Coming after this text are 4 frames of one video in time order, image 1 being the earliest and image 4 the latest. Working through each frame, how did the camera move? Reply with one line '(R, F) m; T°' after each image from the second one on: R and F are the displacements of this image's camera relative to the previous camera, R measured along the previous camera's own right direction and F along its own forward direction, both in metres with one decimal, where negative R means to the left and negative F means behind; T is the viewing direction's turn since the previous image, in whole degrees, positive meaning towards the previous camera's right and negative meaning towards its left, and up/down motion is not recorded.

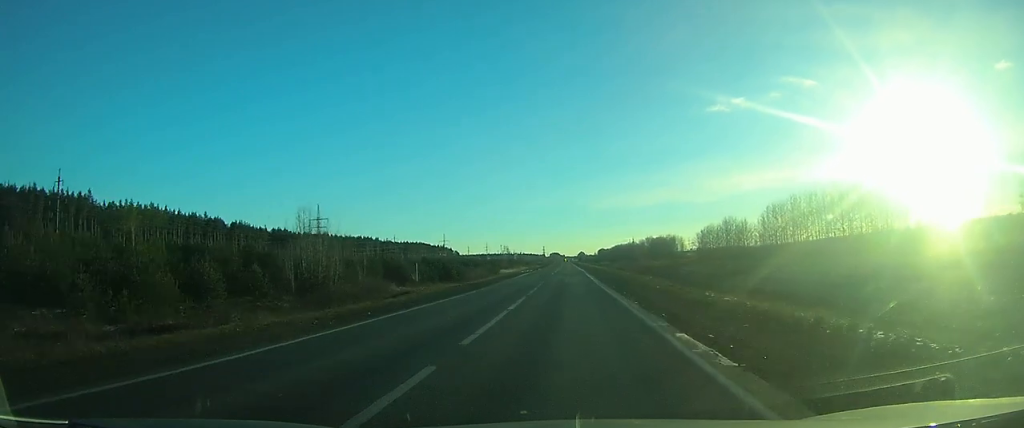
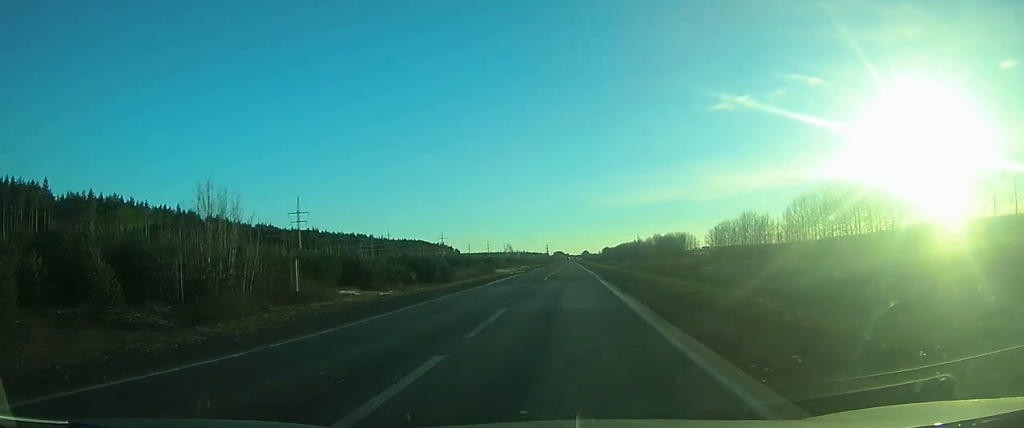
(-0.1, +21.2) m; 0°
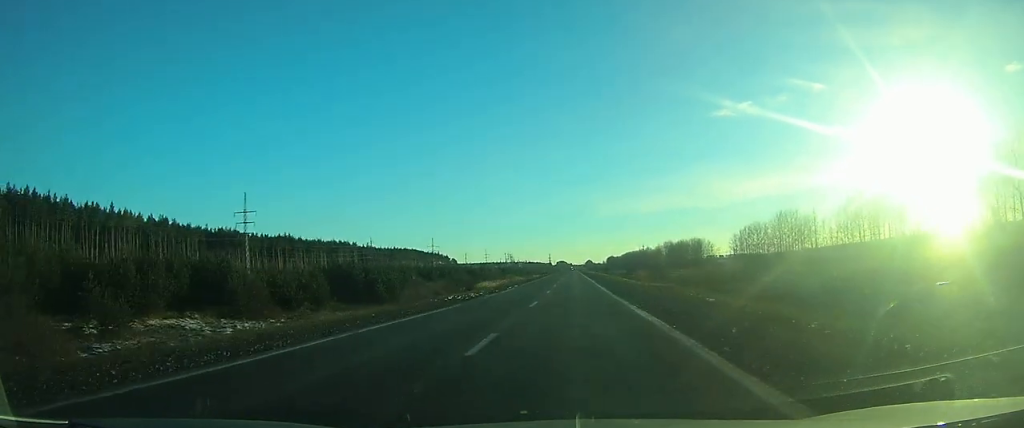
(-0.4, +37.6) m; 0°
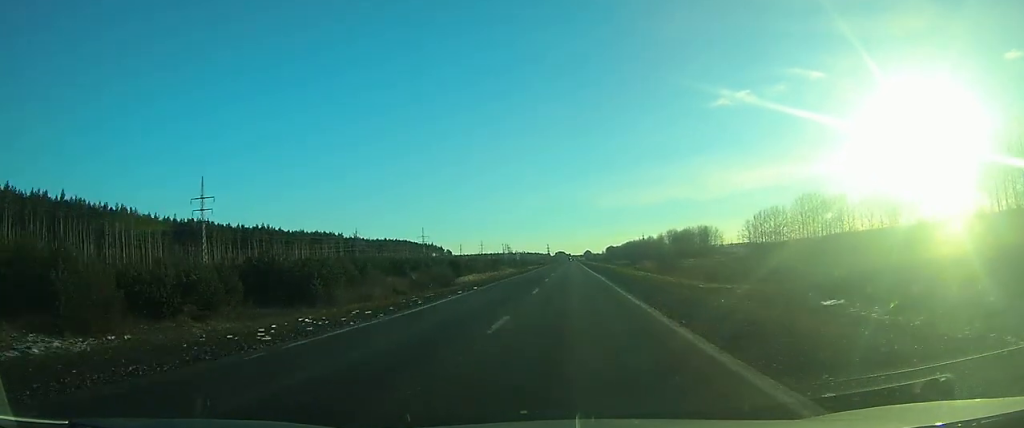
(+0.1, +20.7) m; 0°
